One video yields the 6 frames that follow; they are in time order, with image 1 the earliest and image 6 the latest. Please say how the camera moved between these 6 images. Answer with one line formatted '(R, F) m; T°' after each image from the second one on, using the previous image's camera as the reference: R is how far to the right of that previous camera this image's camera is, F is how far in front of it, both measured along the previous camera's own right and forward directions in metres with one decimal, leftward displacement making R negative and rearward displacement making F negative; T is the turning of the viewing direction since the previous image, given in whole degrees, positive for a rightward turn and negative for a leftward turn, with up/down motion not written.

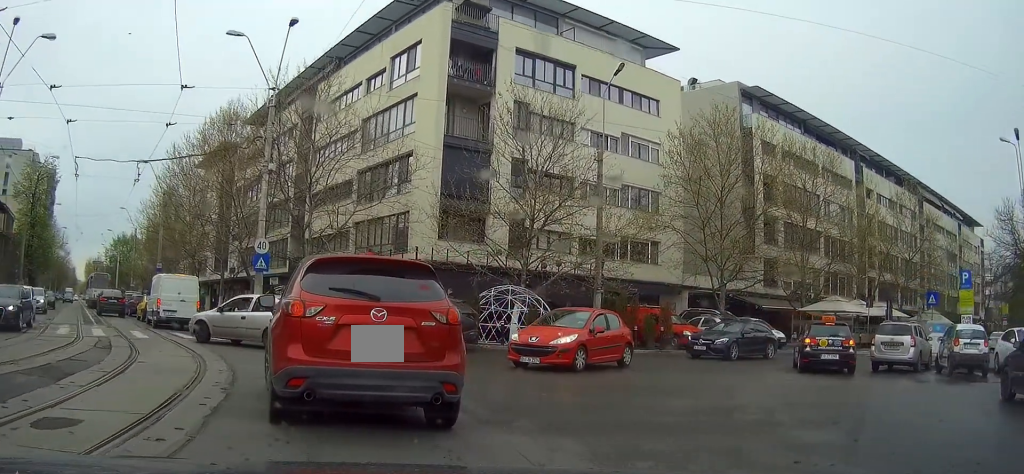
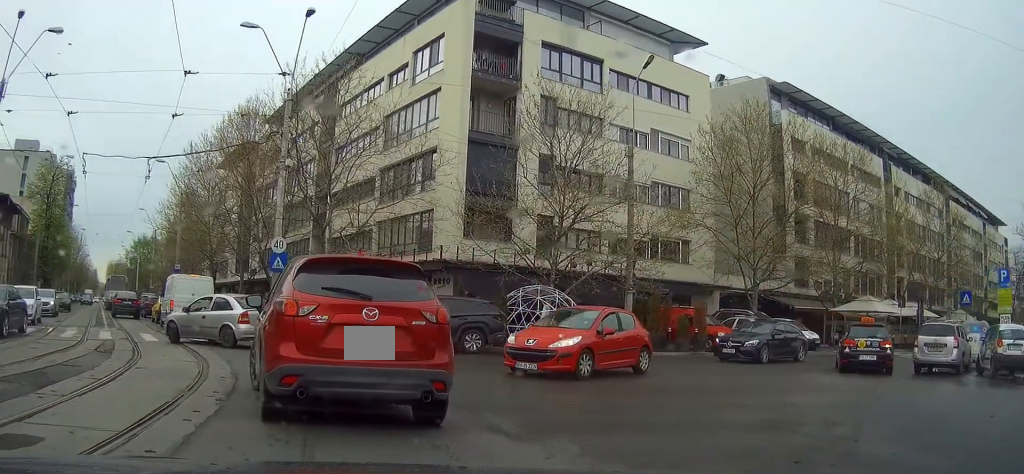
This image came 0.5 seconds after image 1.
(0.0, +0.9) m; -5°
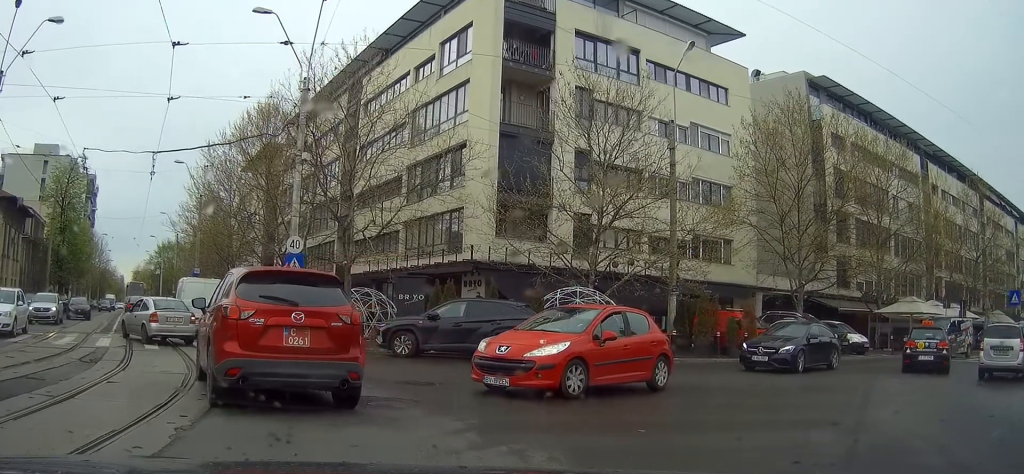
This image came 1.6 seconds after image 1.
(-0.2, +1.6) m; -5°
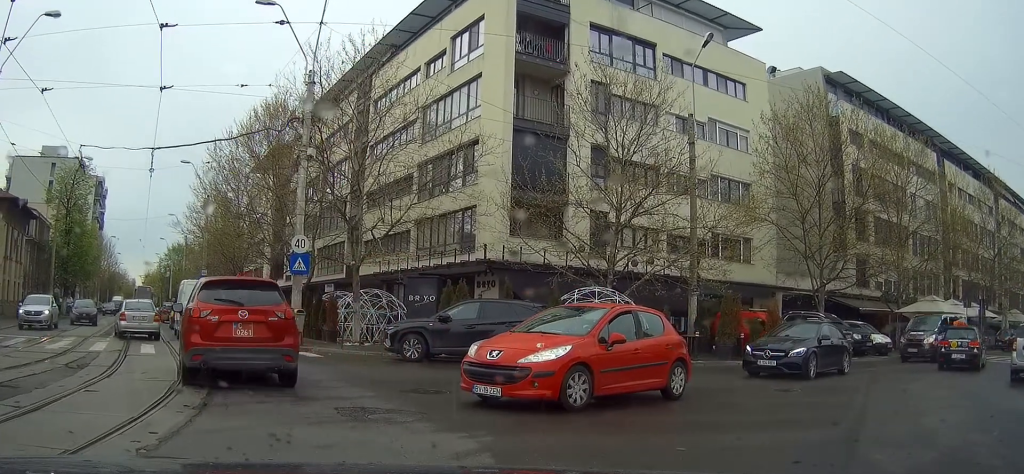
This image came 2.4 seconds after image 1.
(-0.1, +0.8) m; 0°
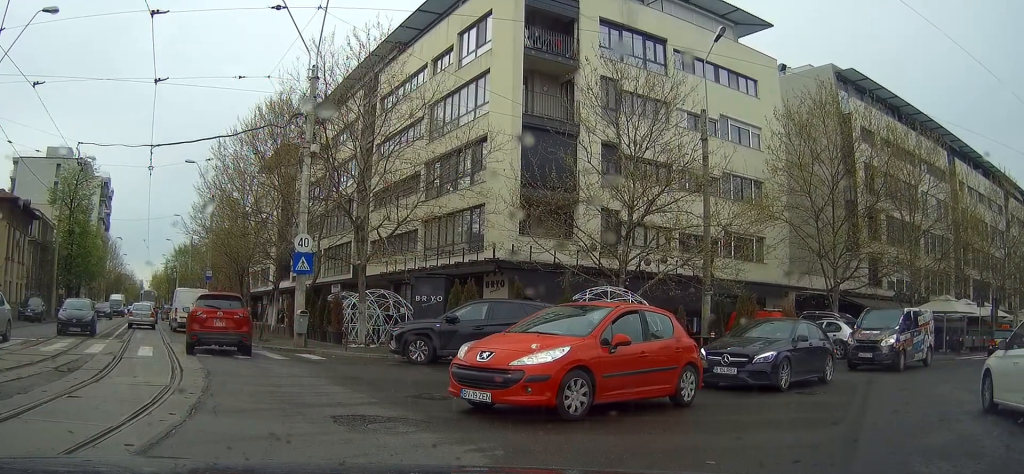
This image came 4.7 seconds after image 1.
(-0.3, +0.8) m; 0°
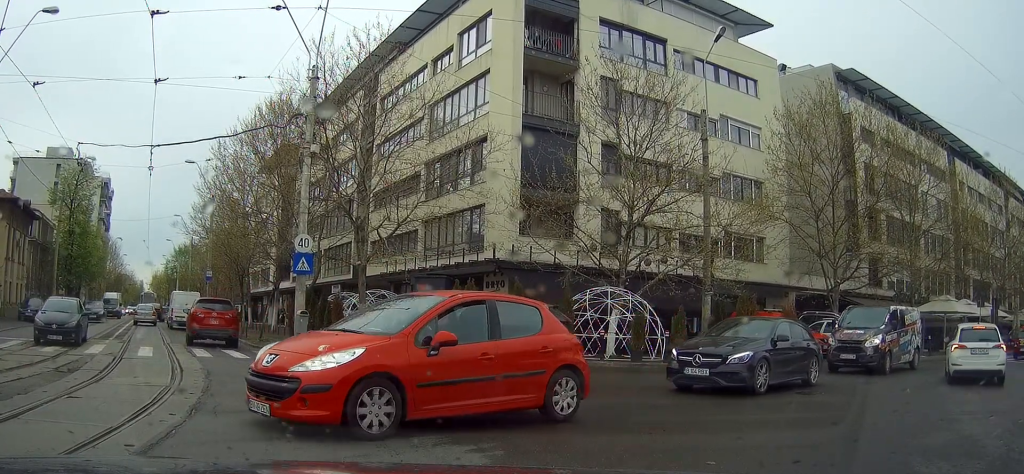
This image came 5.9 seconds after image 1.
(-0.2, +0.2) m; 0°
